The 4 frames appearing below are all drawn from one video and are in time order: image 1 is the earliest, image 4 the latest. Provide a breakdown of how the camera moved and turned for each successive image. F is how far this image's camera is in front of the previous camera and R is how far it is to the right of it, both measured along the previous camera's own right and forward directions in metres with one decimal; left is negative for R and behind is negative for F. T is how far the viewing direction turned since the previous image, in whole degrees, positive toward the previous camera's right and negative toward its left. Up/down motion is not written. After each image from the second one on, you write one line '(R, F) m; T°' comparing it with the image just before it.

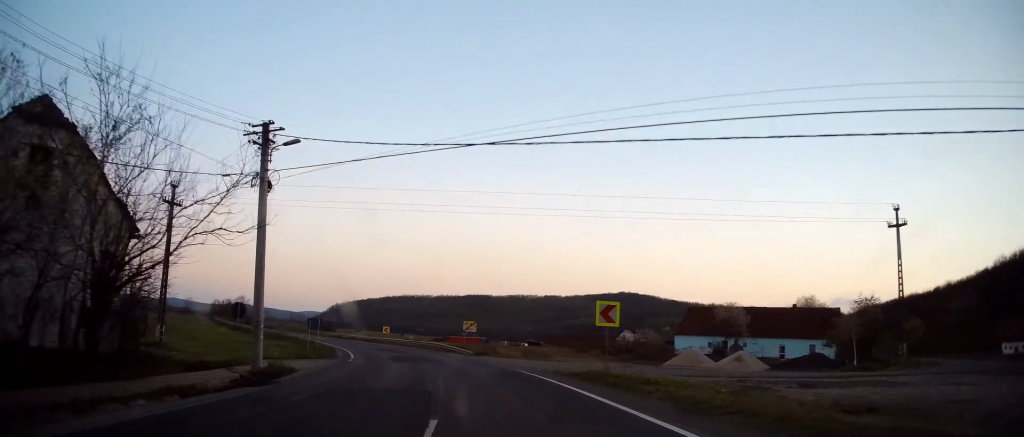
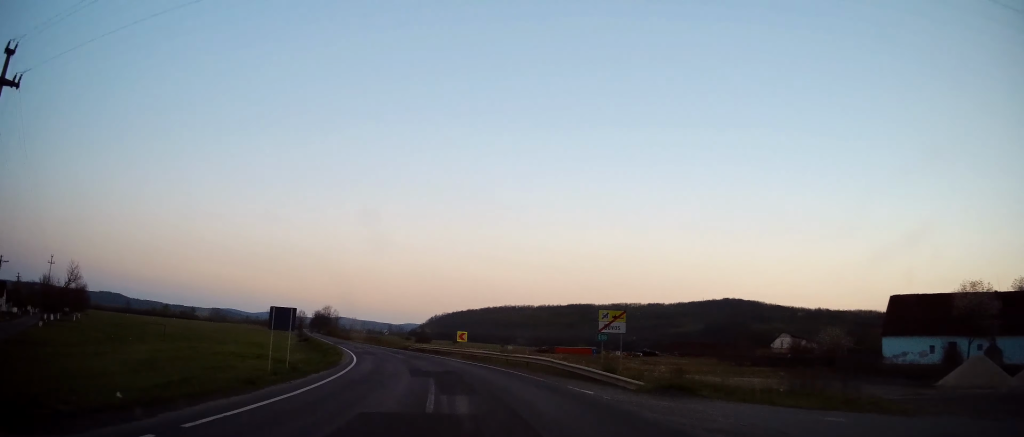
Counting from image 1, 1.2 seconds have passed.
(-2.2, +25.4) m; -12°
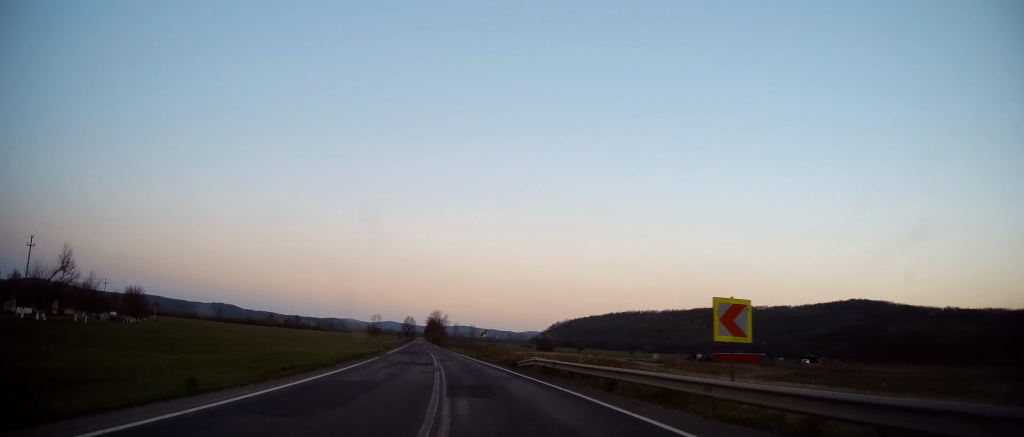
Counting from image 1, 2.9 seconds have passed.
(-5.2, +36.3) m; -14°
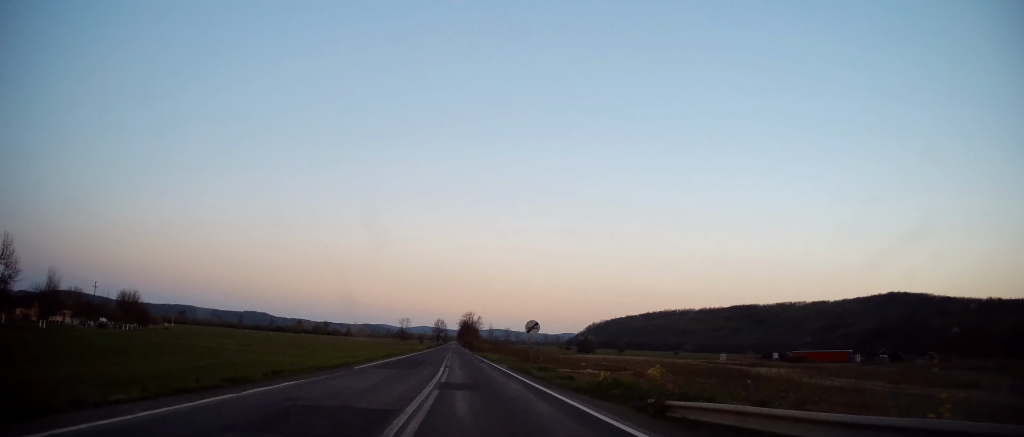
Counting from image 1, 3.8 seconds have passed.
(-1.3, +21.2) m; -5°
